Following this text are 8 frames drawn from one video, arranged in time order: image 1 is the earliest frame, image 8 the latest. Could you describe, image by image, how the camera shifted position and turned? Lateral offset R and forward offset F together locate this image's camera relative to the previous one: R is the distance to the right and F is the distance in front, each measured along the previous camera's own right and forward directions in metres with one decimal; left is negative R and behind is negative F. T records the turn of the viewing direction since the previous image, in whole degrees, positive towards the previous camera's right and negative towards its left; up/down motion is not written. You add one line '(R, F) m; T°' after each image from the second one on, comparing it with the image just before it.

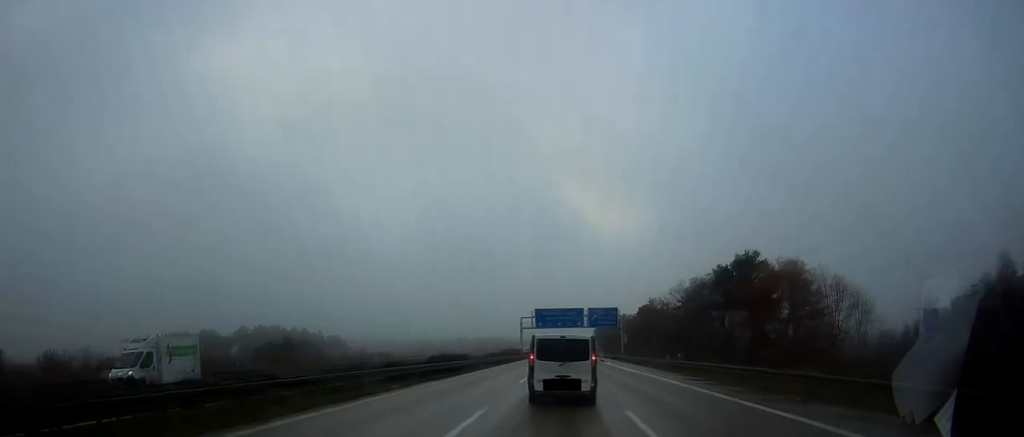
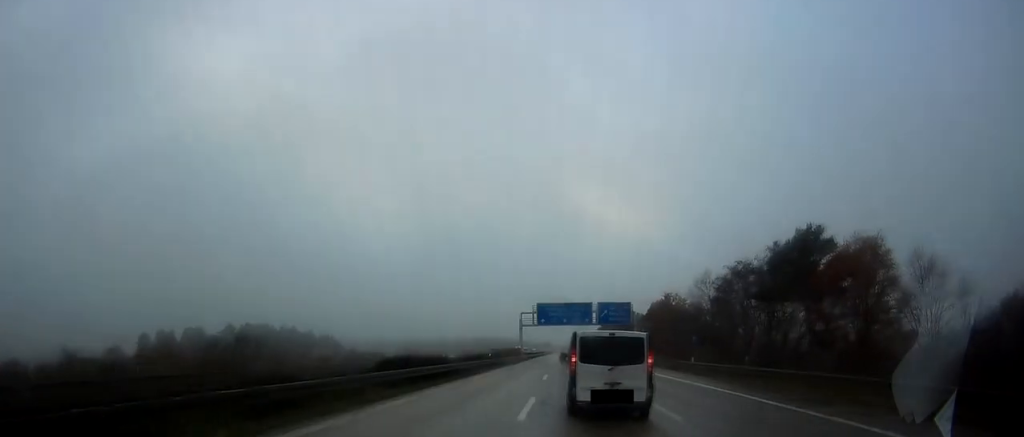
(0.0, +14.3) m; 0°
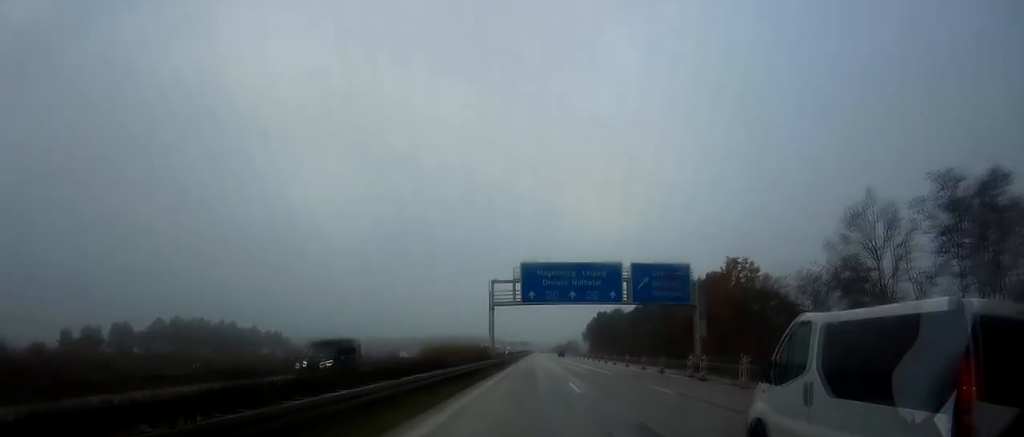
(-0.4, +45.3) m; 0°
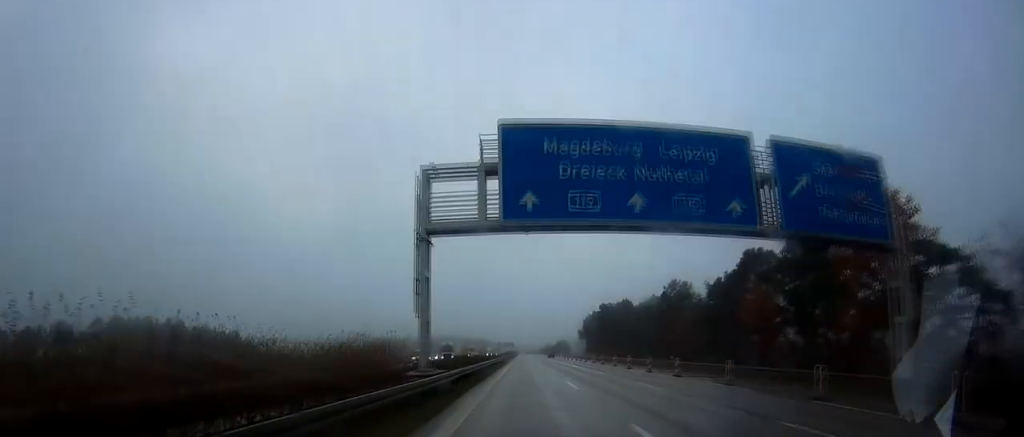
(0.0, +34.2) m; 0°
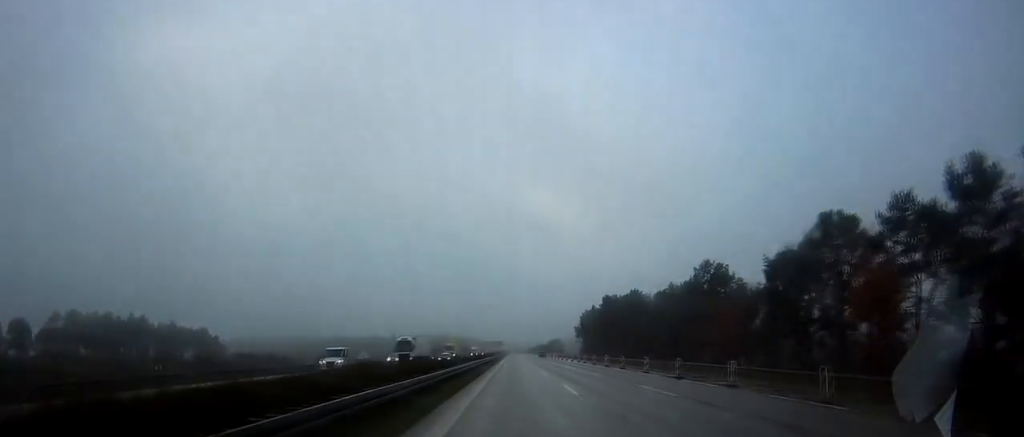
(+0.2, +20.9) m; +2°
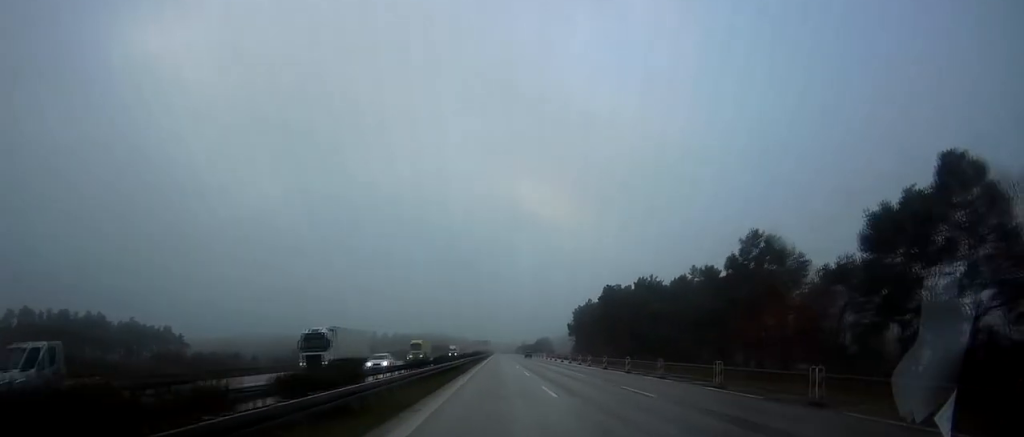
(+0.3, +19.4) m; +1°
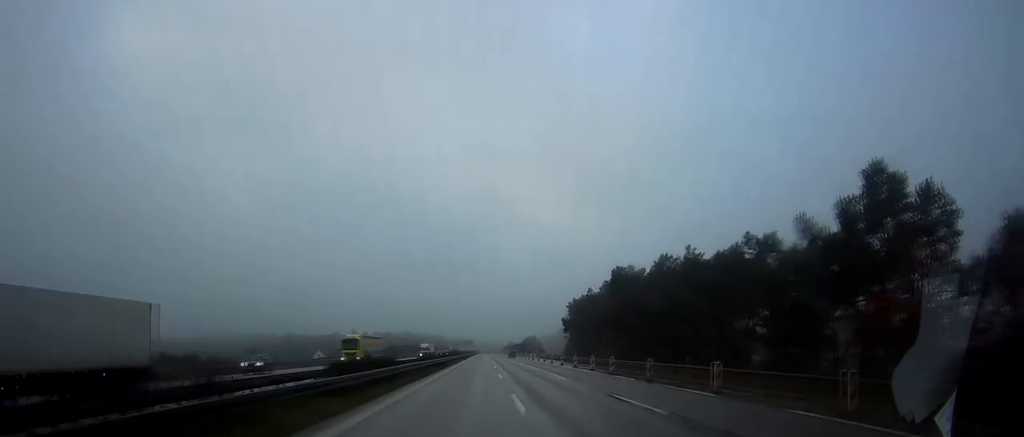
(+0.5, +23.2) m; +1°
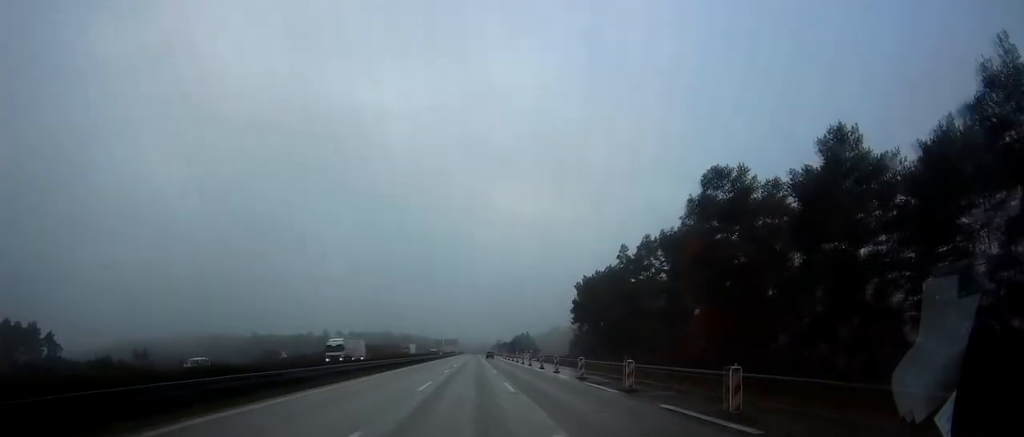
(+0.2, +46.5) m; +2°
